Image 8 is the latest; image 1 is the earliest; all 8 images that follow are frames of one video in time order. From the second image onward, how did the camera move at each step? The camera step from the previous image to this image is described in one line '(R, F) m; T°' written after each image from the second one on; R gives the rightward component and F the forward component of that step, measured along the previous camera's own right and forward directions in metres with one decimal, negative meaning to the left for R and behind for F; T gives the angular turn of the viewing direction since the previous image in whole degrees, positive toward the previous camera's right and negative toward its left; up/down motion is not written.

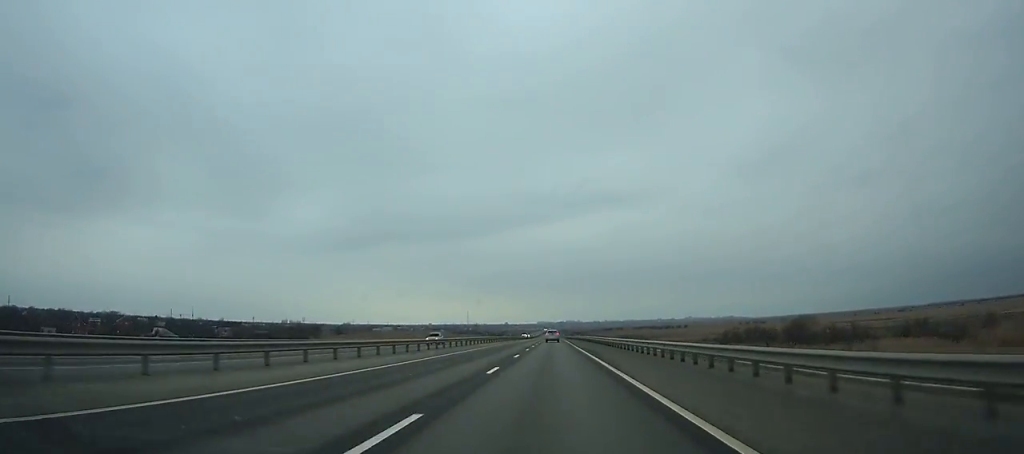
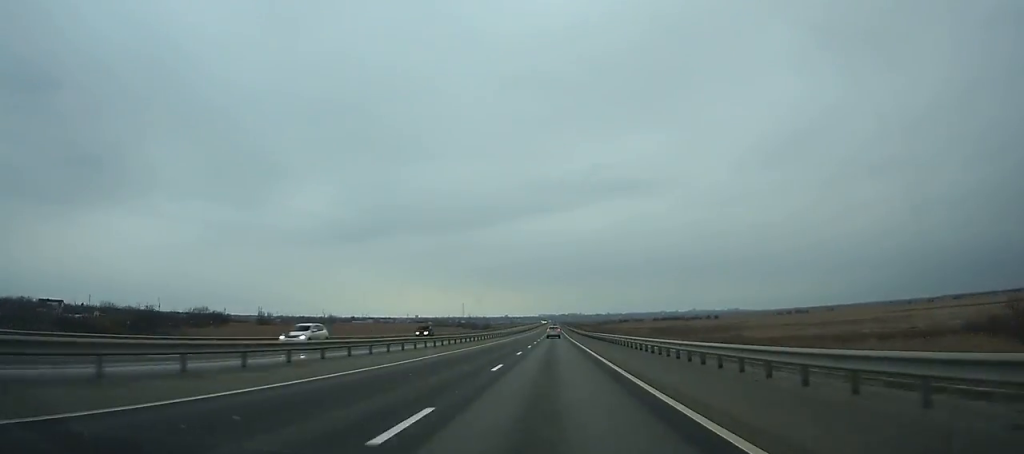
(+0.2, +141.1) m; 0°
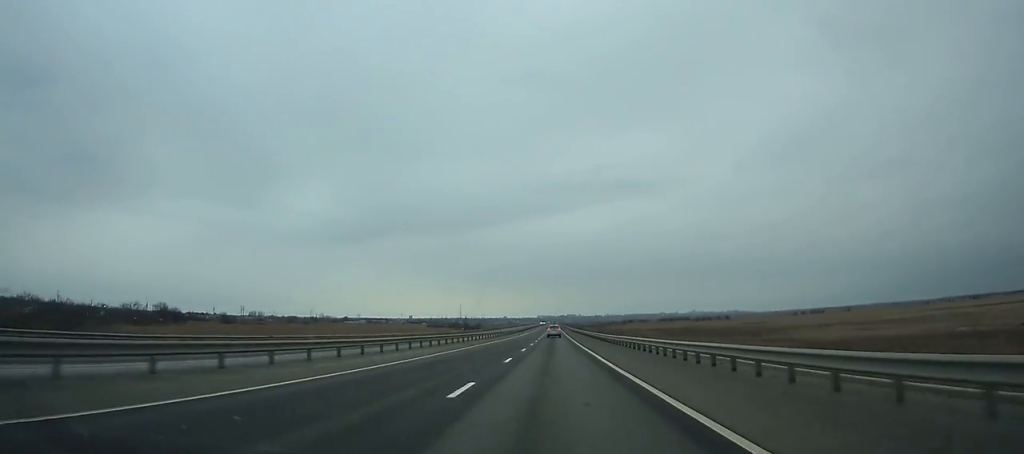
(+0.1, +42.8) m; 0°
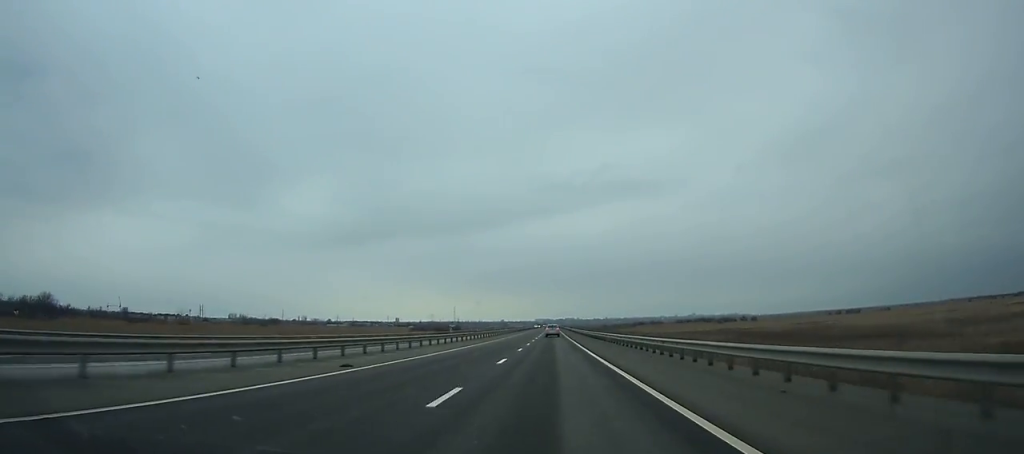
(-0.1, +84.8) m; 0°
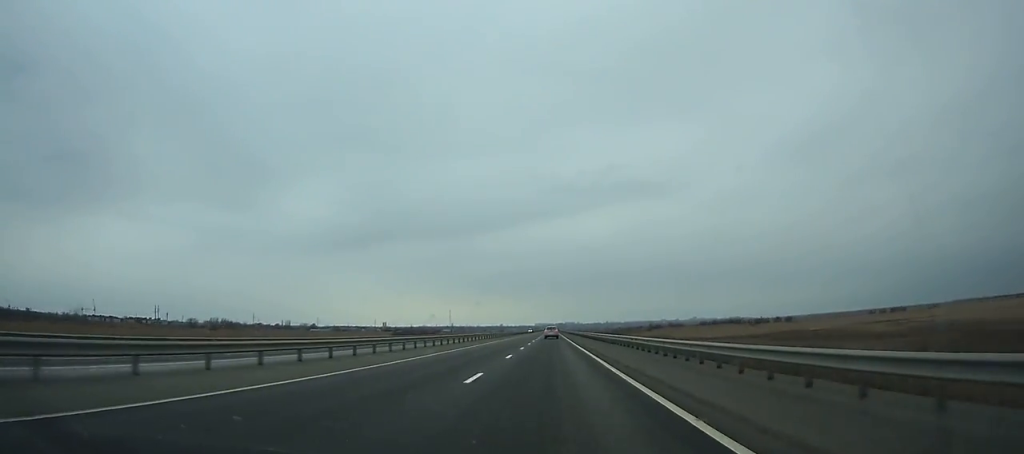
(0.0, +78.4) m; 0°
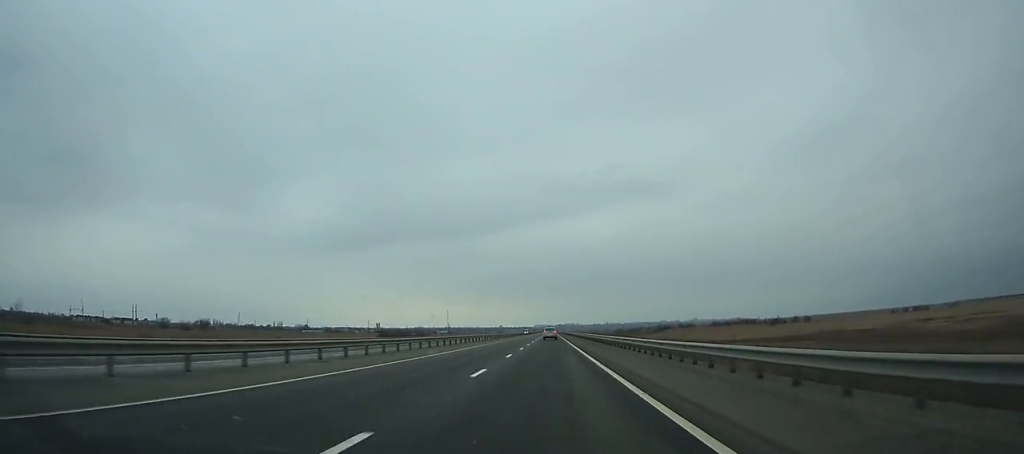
(-0.1, +33.3) m; 0°
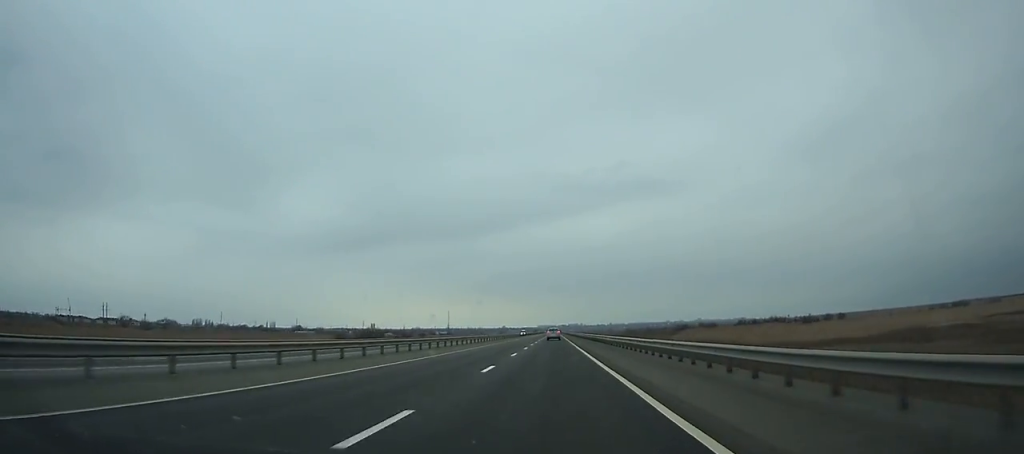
(-0.2, +44.4) m; 0°
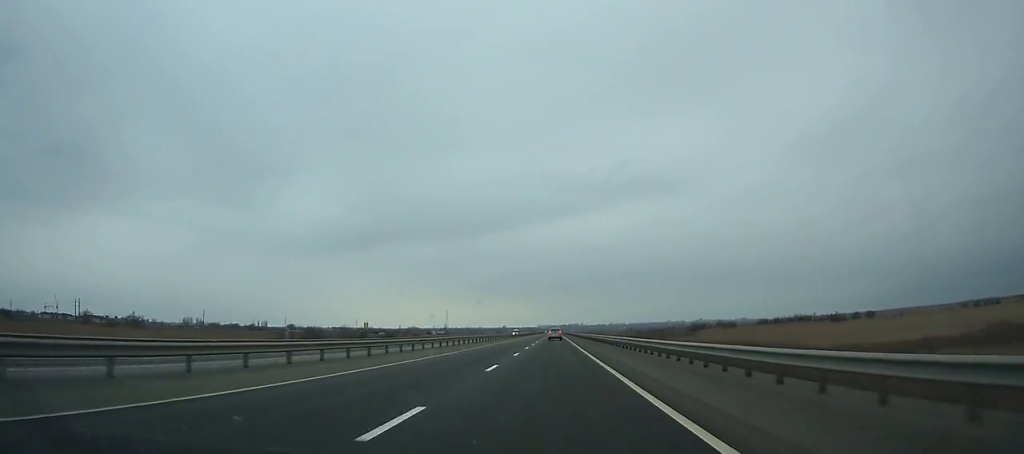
(0.0, +35.9) m; 0°
